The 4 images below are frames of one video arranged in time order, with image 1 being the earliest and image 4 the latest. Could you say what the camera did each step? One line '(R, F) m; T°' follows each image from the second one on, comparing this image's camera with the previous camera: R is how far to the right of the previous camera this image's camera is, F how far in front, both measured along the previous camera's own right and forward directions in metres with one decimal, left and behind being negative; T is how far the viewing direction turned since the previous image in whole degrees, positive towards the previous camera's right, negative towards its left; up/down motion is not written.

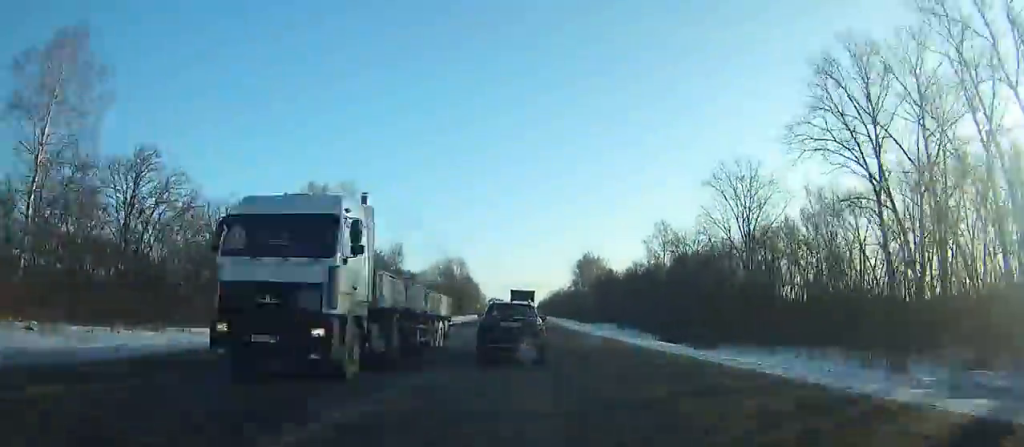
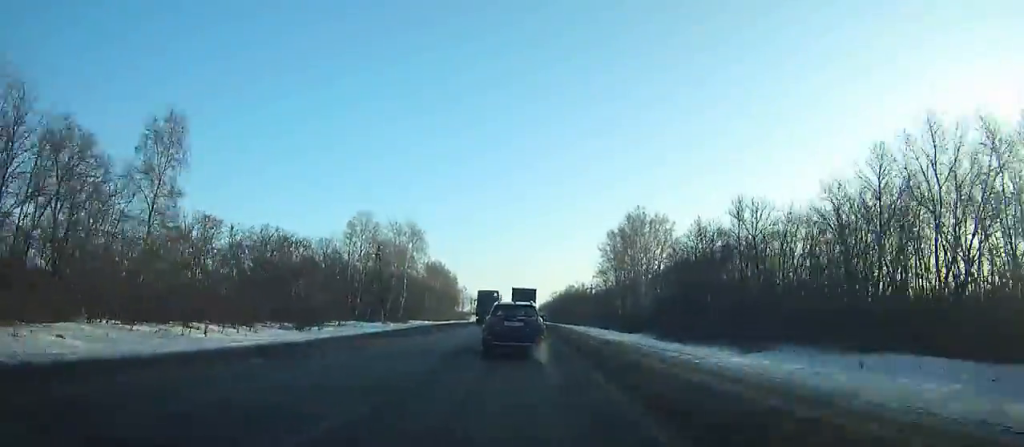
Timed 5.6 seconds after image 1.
(-0.2, +101.4) m; 0°
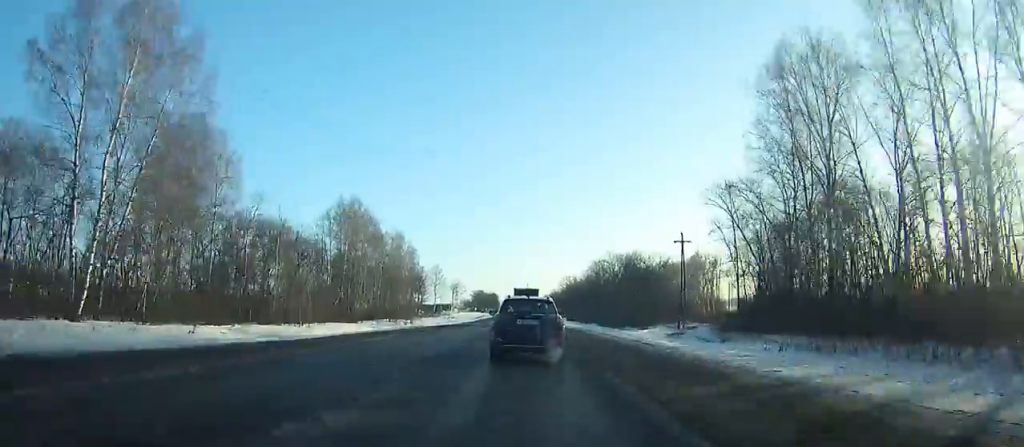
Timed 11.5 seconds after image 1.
(-0.5, +105.4) m; -1°
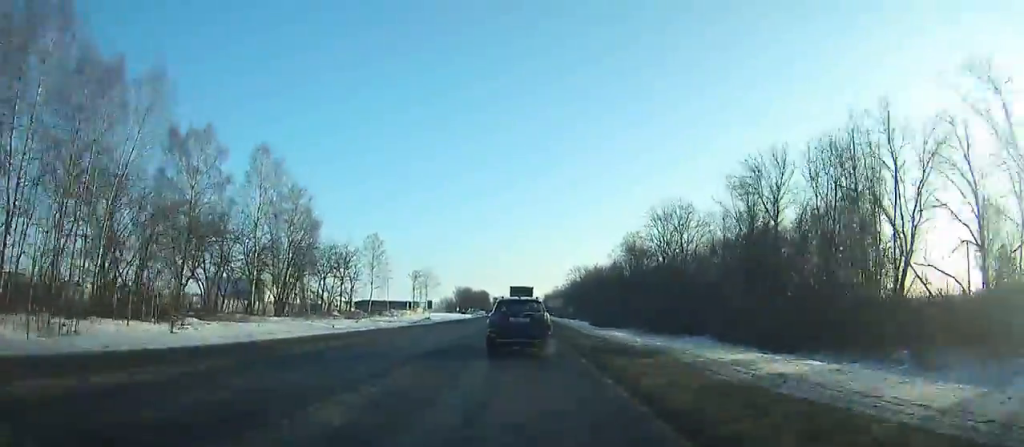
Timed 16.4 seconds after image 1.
(+0.3, +85.7) m; 0°
